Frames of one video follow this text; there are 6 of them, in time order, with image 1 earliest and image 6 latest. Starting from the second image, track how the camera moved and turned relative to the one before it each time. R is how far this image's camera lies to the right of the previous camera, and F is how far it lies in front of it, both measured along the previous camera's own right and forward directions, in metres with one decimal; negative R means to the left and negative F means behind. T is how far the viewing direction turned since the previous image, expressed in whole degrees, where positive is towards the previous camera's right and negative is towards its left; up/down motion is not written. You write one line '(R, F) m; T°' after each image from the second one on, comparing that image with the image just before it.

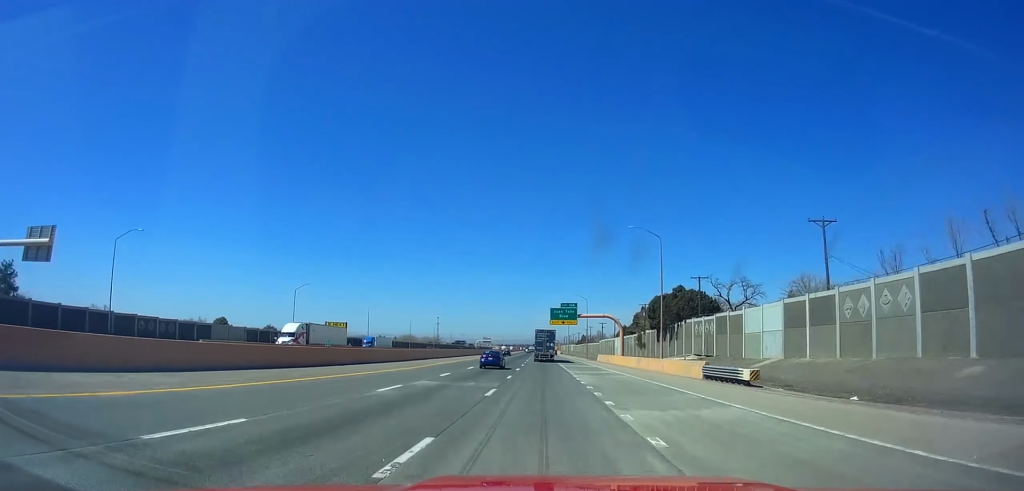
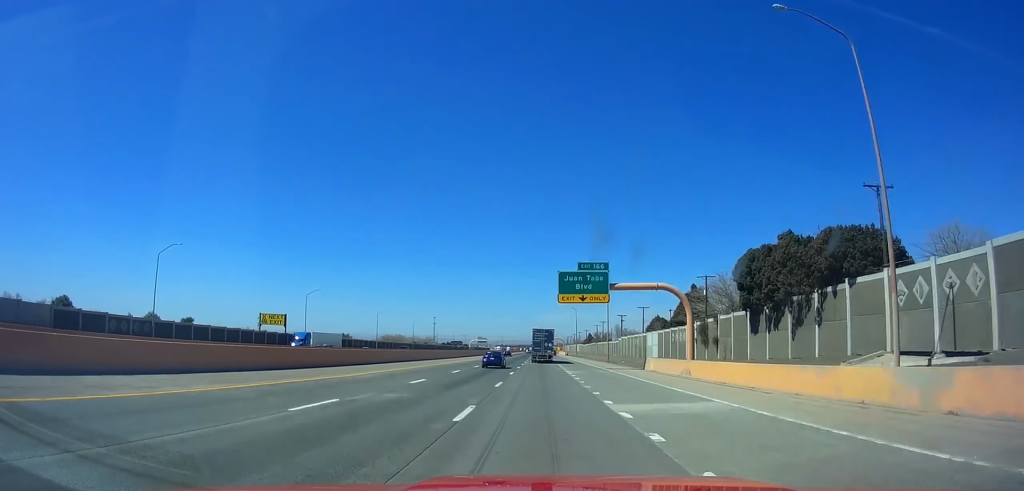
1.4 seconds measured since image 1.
(+0.2, +43.1) m; 0°
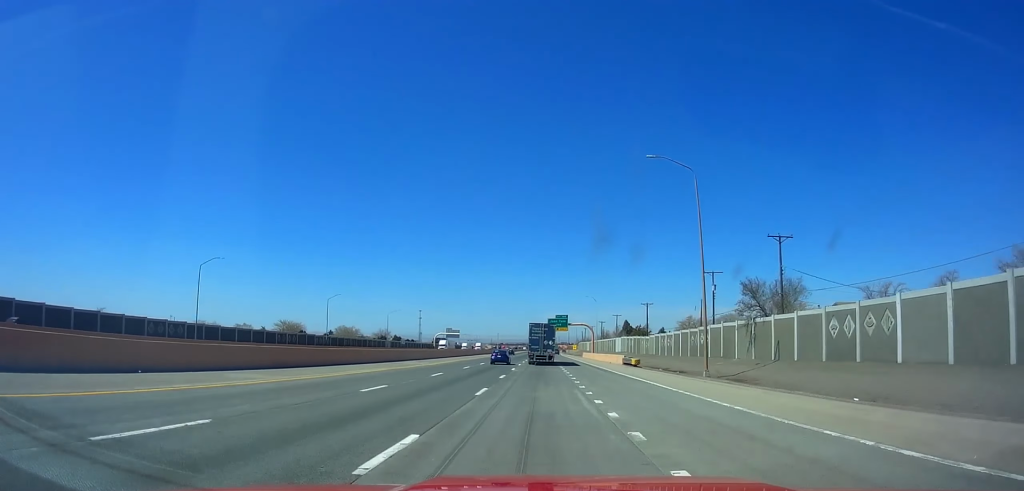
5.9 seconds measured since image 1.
(0.0, +137.6) m; 0°
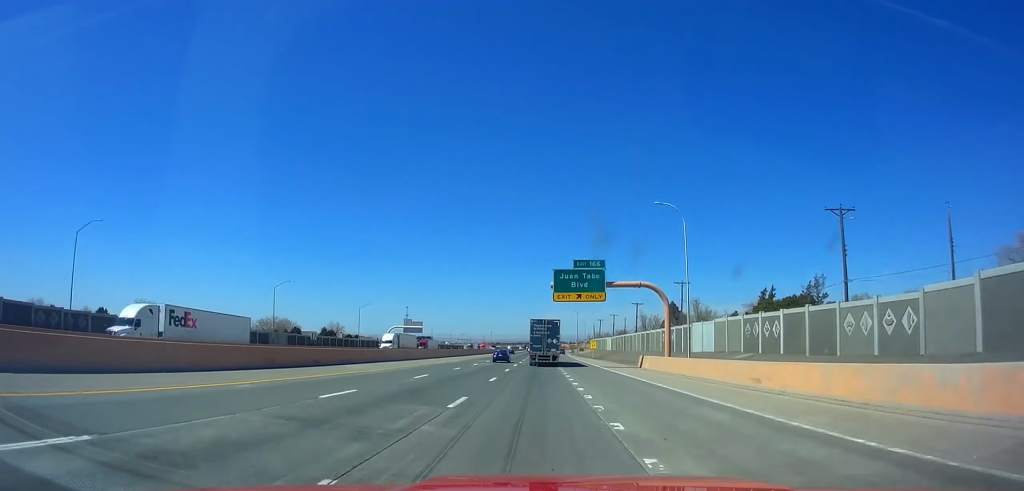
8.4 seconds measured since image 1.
(+0.1, +75.4) m; 0°
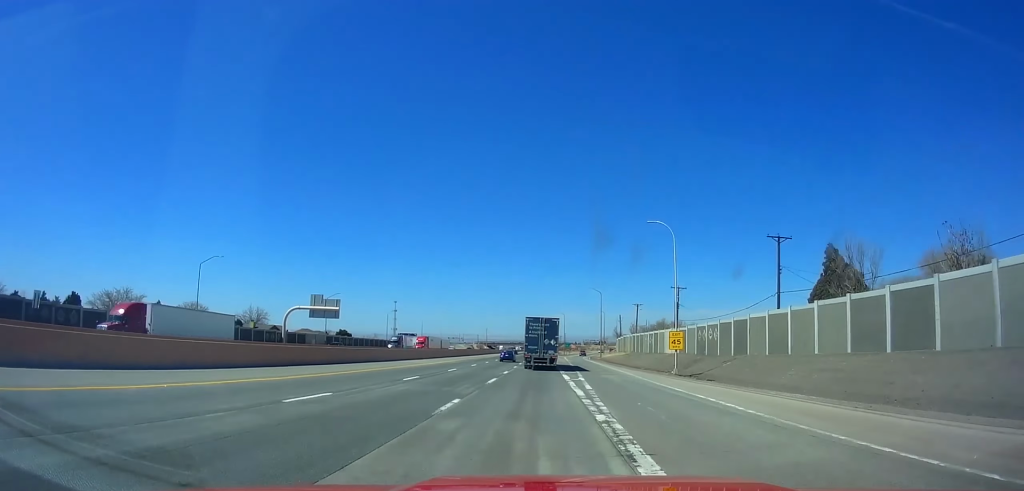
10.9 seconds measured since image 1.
(-0.1, +74.8) m; 0°
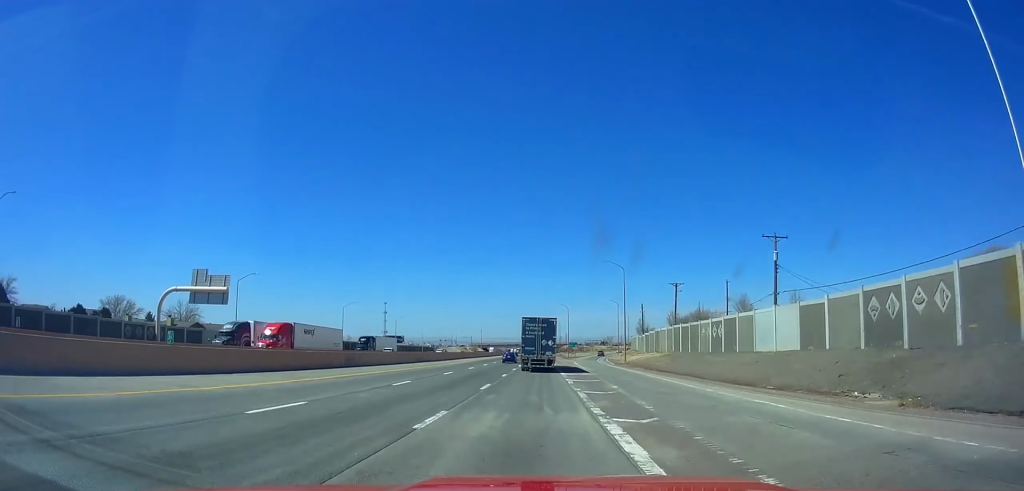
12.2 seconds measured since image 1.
(-0.2, +38.7) m; 0°
